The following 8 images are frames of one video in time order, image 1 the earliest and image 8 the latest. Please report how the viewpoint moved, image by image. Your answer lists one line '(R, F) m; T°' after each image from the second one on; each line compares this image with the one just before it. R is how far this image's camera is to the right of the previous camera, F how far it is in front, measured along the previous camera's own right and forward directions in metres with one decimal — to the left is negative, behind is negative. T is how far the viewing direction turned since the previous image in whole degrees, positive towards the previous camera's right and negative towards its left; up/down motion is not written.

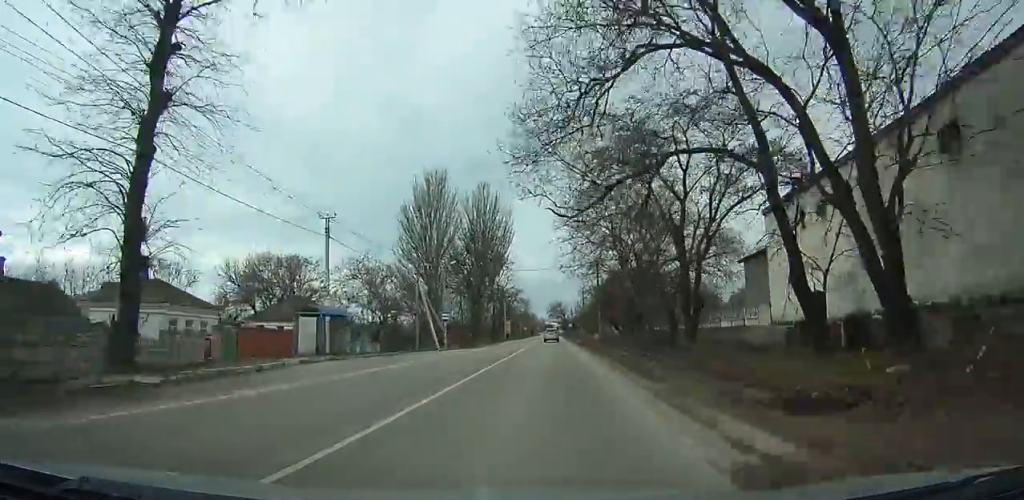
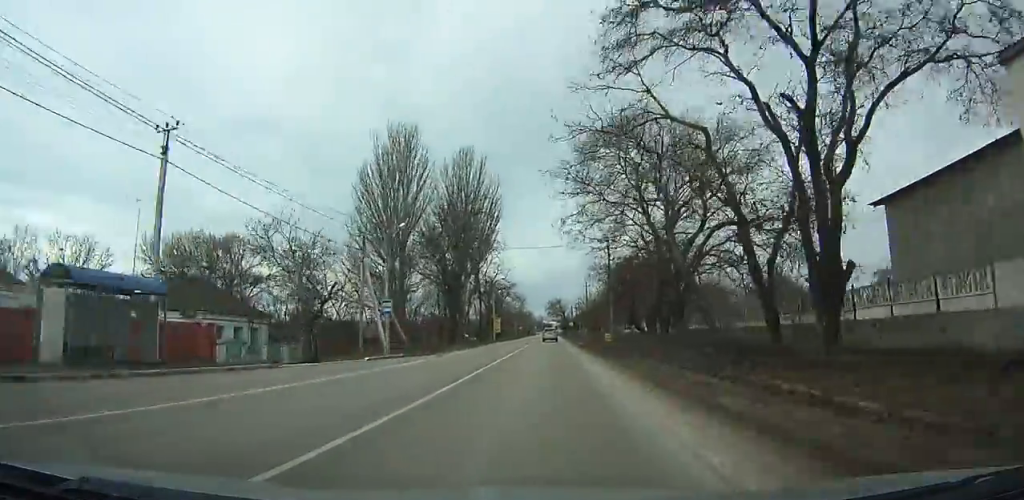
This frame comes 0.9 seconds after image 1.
(+0.1, +17.7) m; 0°
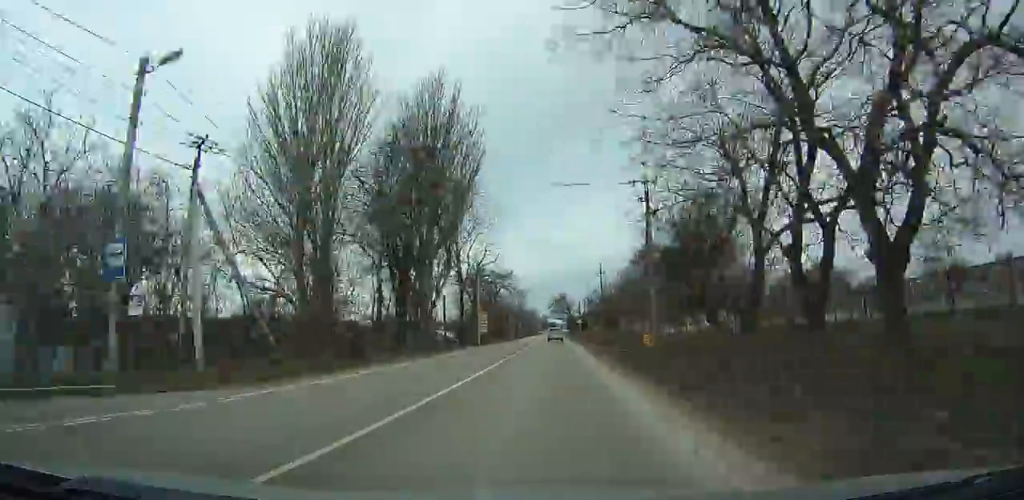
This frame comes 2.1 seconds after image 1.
(-0.1, +22.8) m; 0°
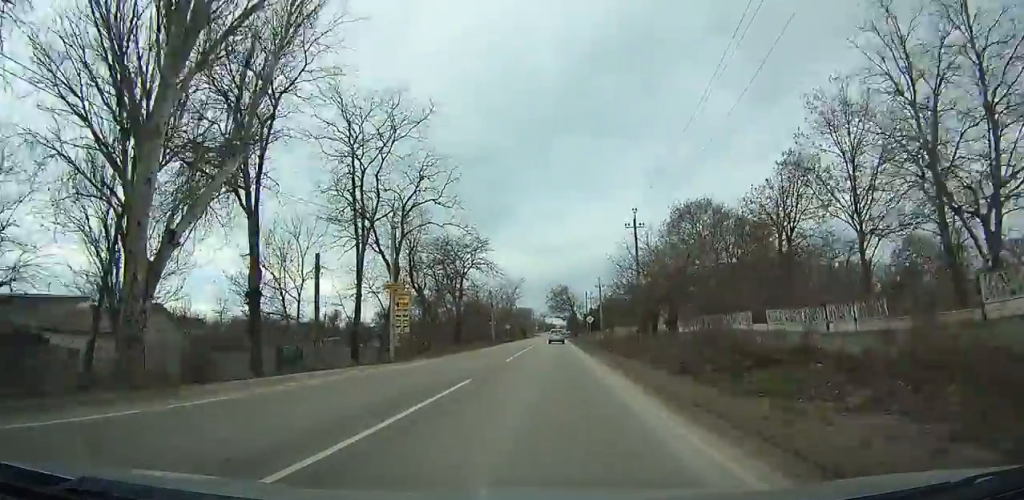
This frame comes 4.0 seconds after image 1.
(0.0, +35.6) m; 0°
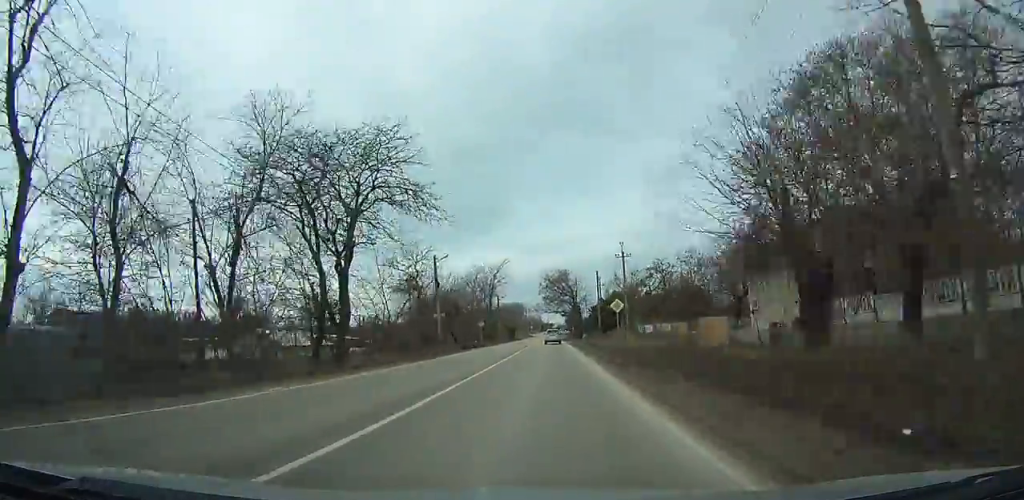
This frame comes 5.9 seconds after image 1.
(+0.1, +35.6) m; 0°
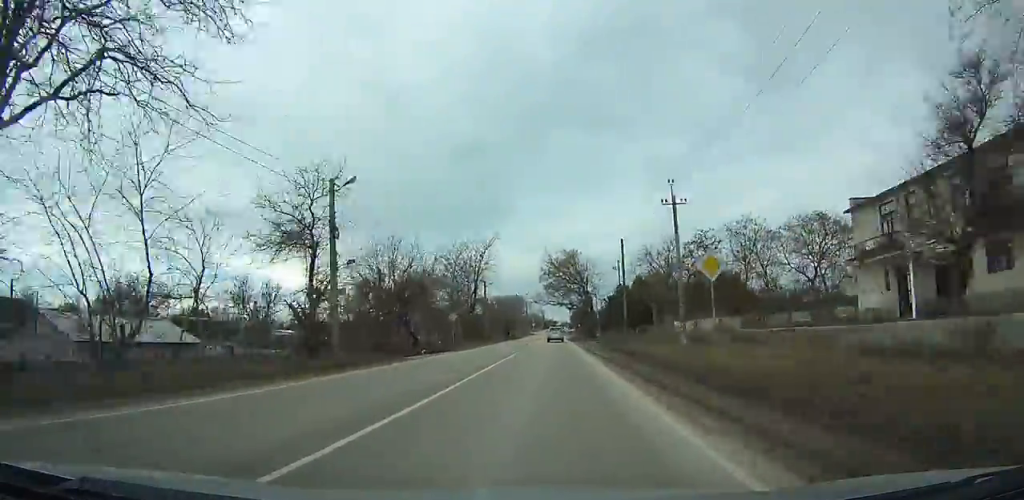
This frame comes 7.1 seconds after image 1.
(0.0, +22.8) m; 0°
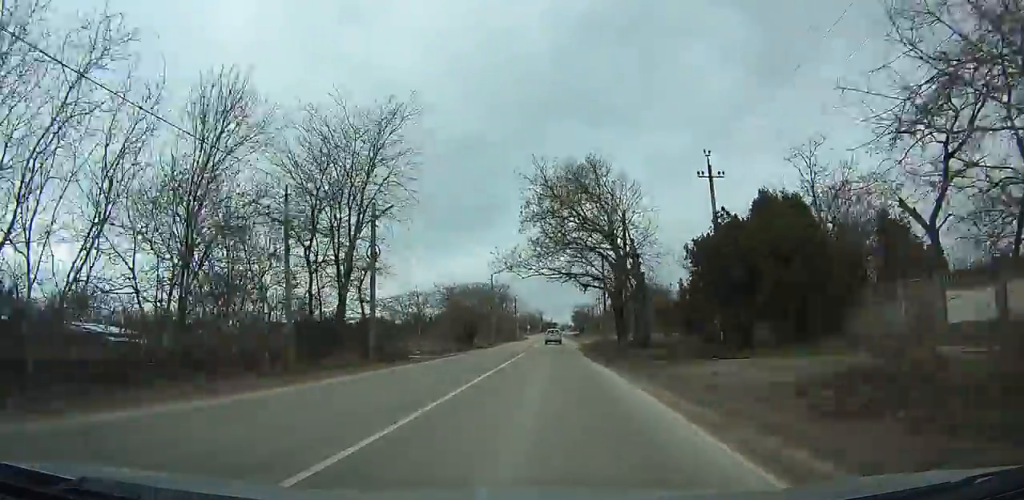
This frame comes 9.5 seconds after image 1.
(-0.3, +45.4) m; 0°
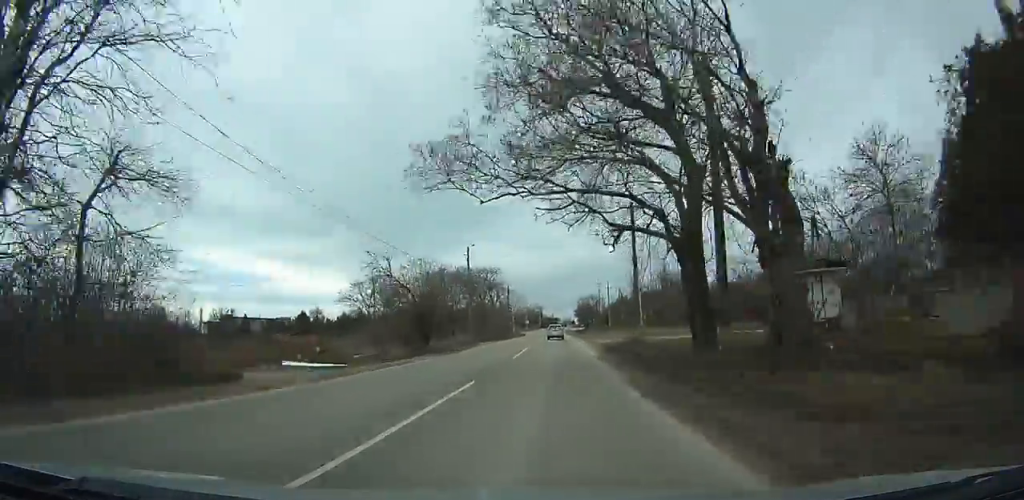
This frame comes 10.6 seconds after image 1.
(0.0, +21.4) m; 0°
